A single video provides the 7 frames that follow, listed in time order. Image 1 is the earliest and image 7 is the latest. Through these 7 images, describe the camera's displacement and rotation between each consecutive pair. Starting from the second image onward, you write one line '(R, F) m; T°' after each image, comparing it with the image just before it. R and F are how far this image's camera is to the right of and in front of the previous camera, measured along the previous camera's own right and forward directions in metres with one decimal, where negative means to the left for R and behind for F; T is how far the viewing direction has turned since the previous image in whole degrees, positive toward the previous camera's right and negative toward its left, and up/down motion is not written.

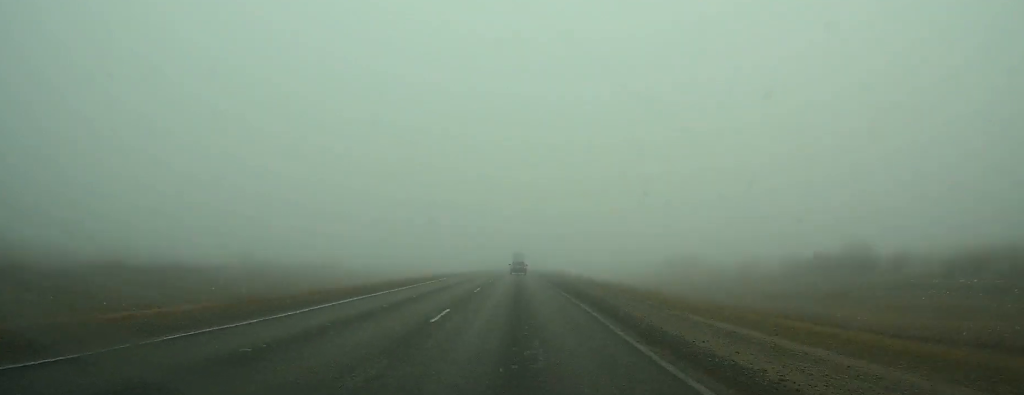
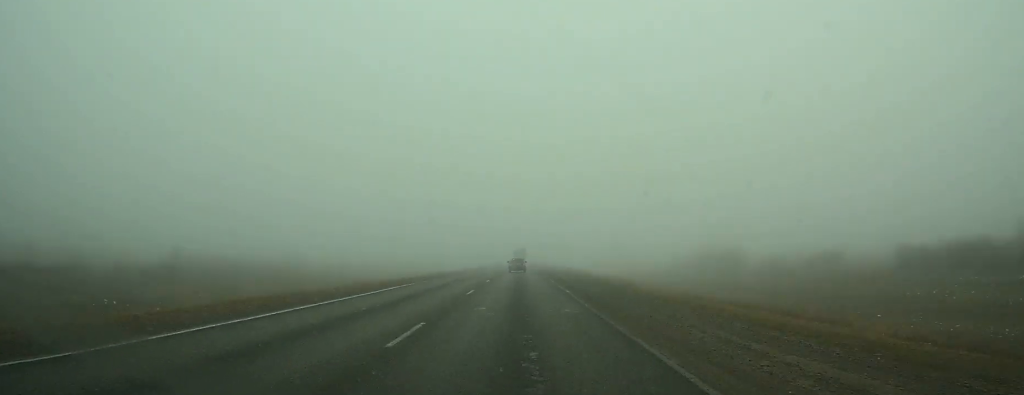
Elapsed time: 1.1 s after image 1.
(0.0, +28.3) m; 0°
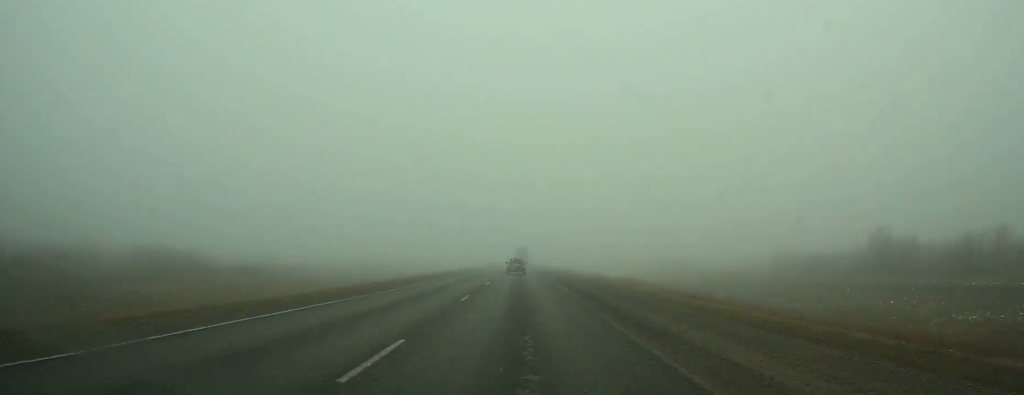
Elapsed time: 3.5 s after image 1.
(-0.1, +61.0) m; 0°
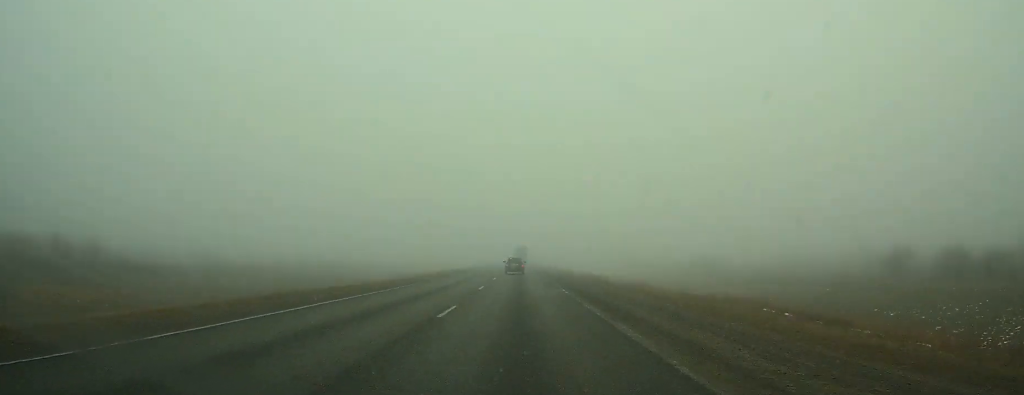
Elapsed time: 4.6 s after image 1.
(0.0, +27.7) m; 0°
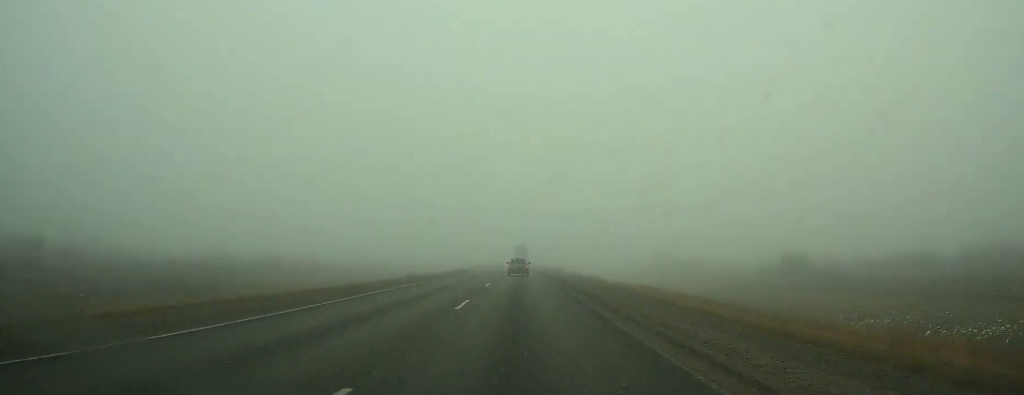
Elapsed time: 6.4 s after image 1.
(-0.1, +44.7) m; 0°
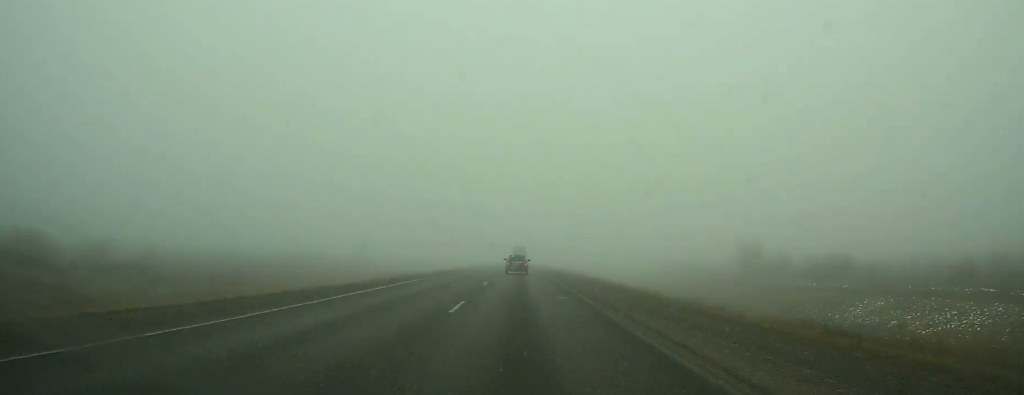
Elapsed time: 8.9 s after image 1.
(0.0, +63.9) m; 0°
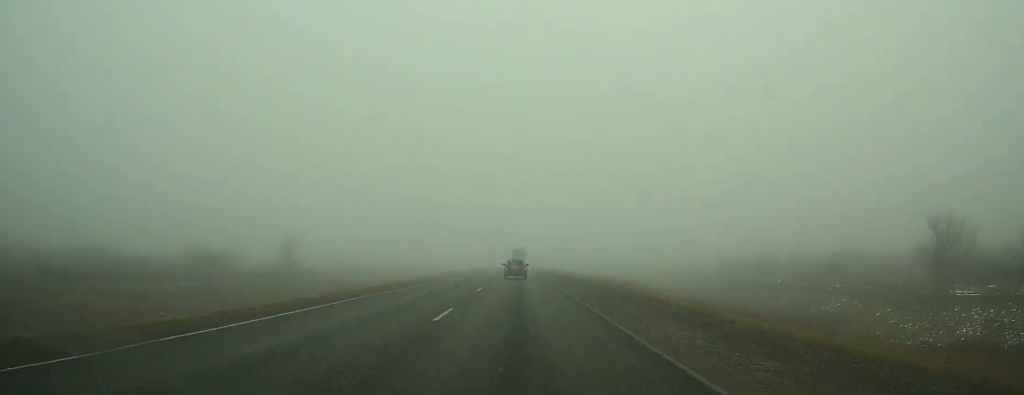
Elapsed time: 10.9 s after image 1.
(0.0, +50.4) m; 0°
